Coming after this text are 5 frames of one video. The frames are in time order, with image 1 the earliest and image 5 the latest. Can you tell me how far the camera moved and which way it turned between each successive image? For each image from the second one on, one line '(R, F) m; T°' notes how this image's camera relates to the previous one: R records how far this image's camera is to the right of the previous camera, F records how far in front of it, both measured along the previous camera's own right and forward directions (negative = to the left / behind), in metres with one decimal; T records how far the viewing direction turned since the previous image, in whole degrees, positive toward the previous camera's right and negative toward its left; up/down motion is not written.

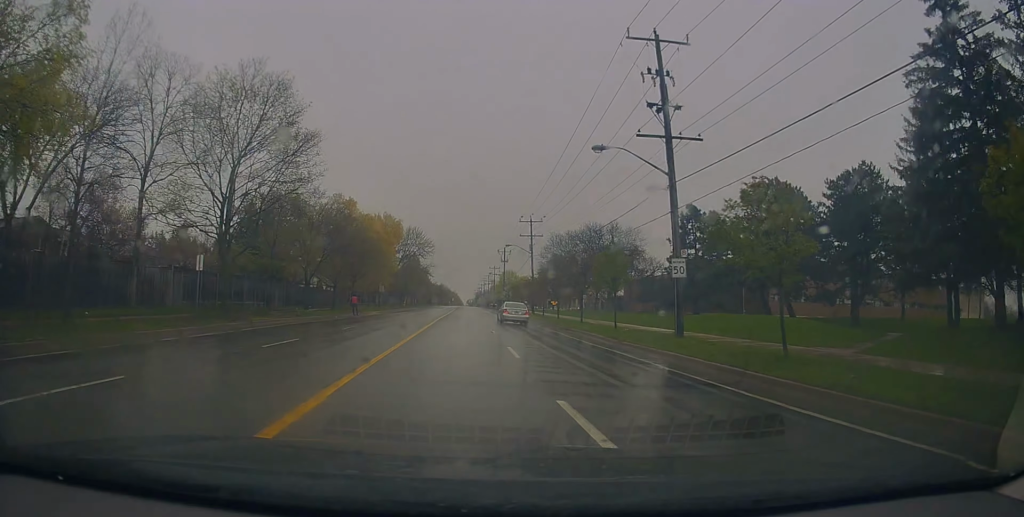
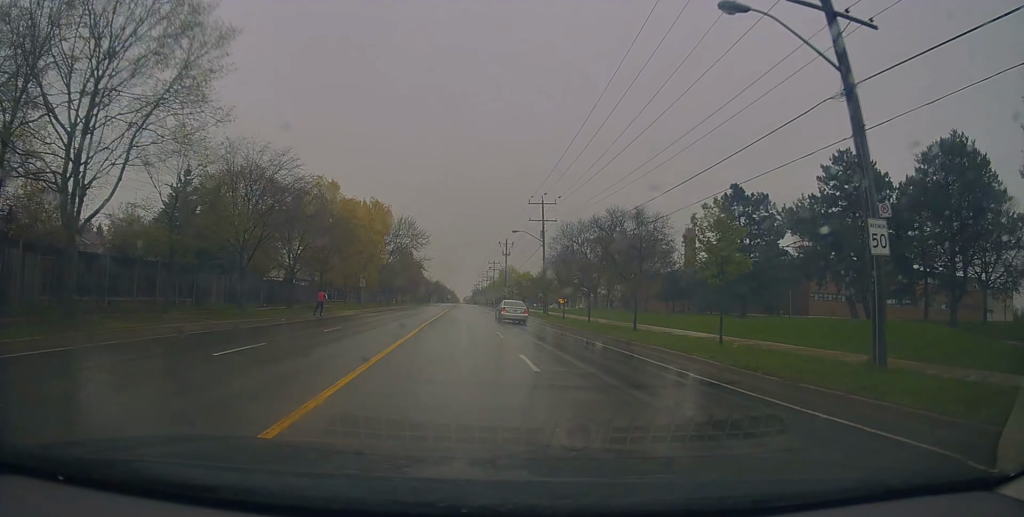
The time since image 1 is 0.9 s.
(0.0, +11.9) m; -2°
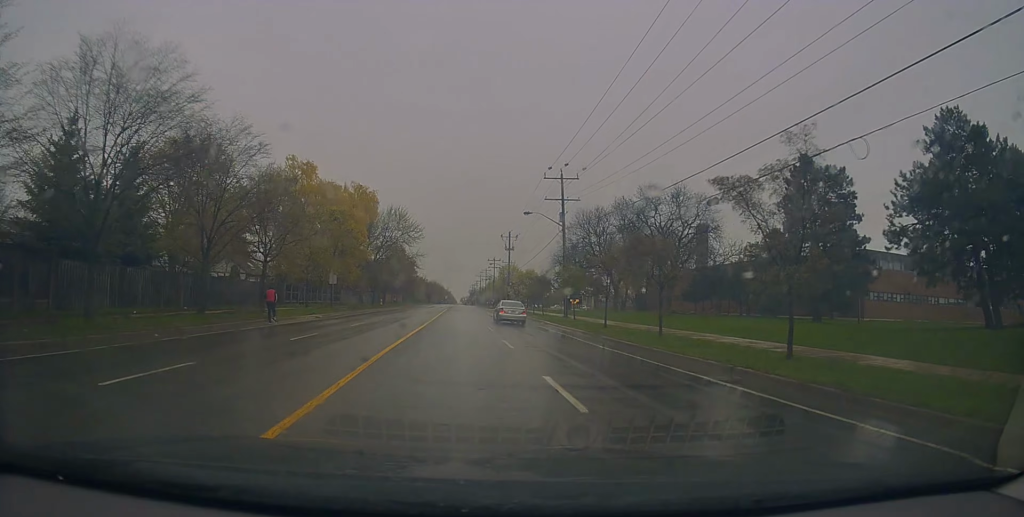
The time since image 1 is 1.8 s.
(-0.5, +12.8) m; 0°
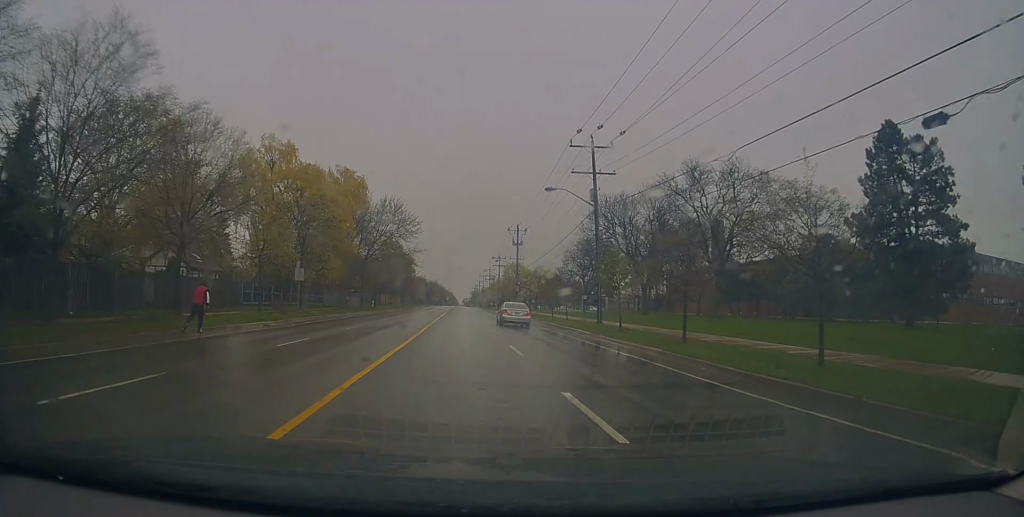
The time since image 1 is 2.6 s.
(+0.3, +10.5) m; +2°
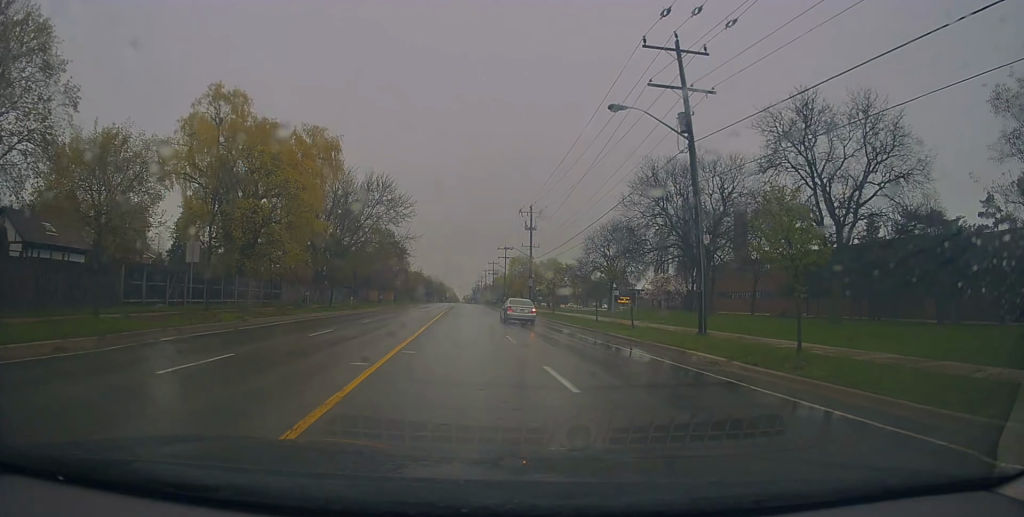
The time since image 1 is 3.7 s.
(+0.2, +15.6) m; -1°
